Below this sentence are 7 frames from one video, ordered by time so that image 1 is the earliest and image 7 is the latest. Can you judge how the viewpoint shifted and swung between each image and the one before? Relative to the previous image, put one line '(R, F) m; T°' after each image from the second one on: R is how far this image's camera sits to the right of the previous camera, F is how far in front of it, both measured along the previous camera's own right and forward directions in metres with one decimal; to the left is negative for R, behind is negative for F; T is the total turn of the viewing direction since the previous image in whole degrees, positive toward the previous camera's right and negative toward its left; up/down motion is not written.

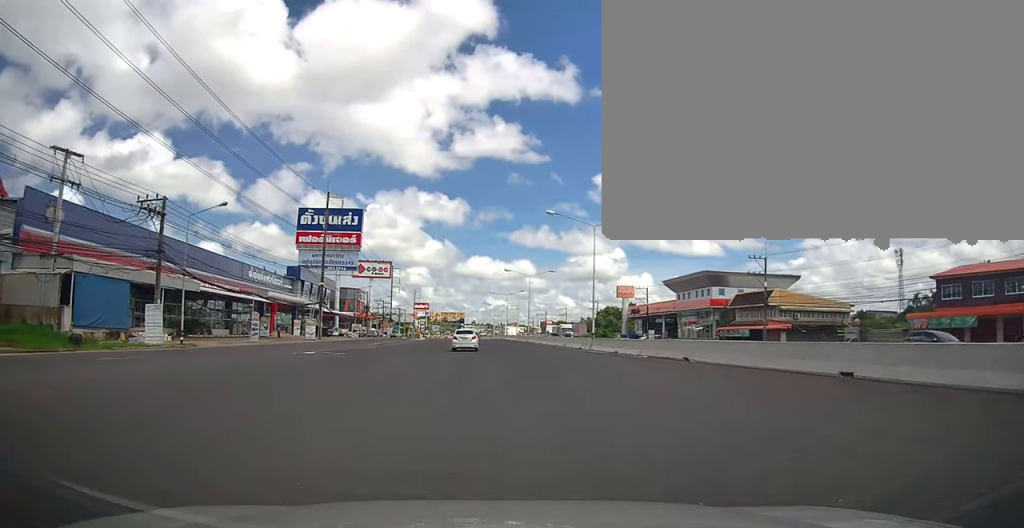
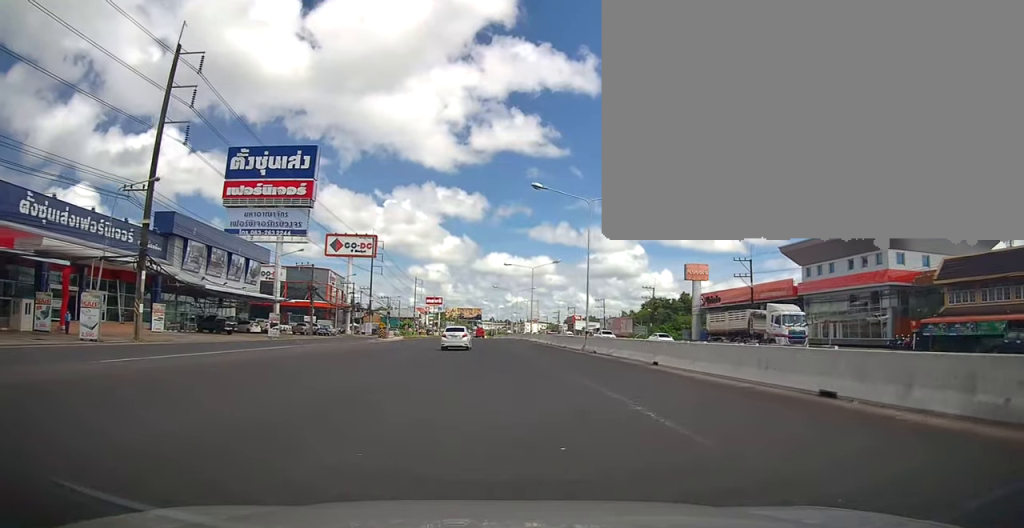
(-0.8, +42.5) m; -3°
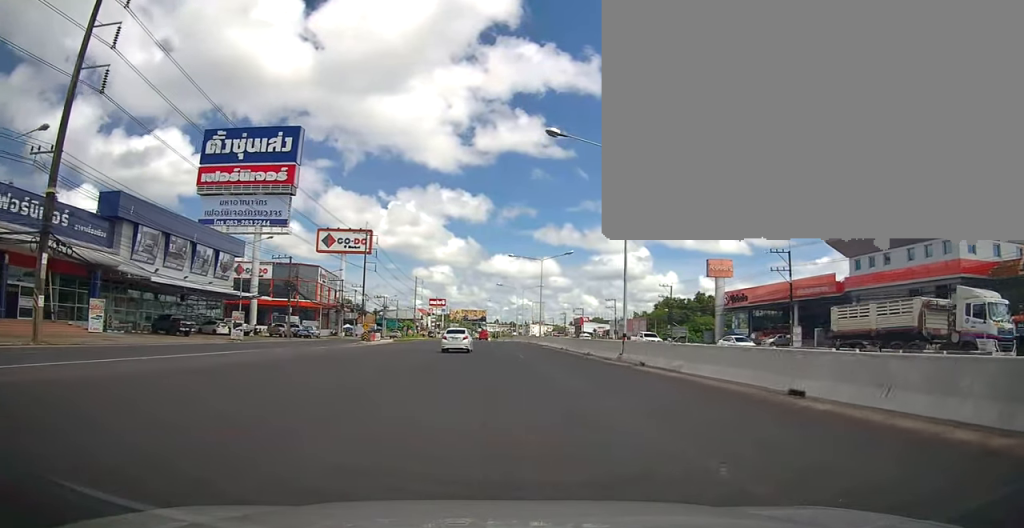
(+0.4, +9.5) m; +2°
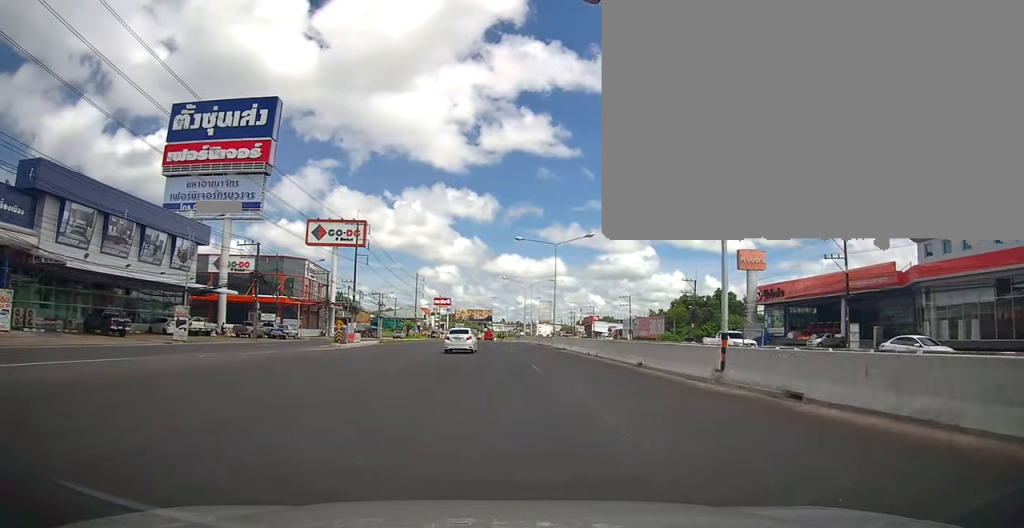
(-0.1, +10.7) m; 0°
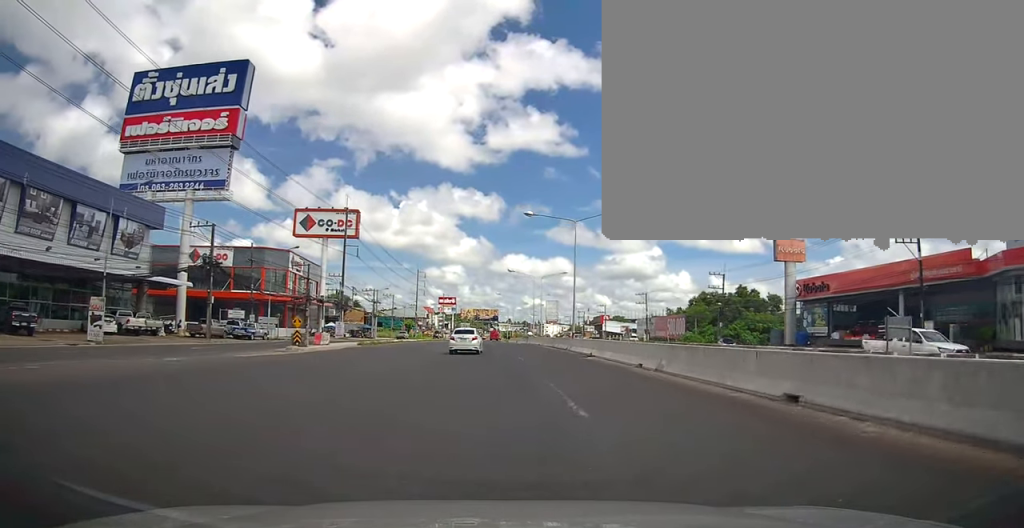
(0.0, +10.2) m; -2°
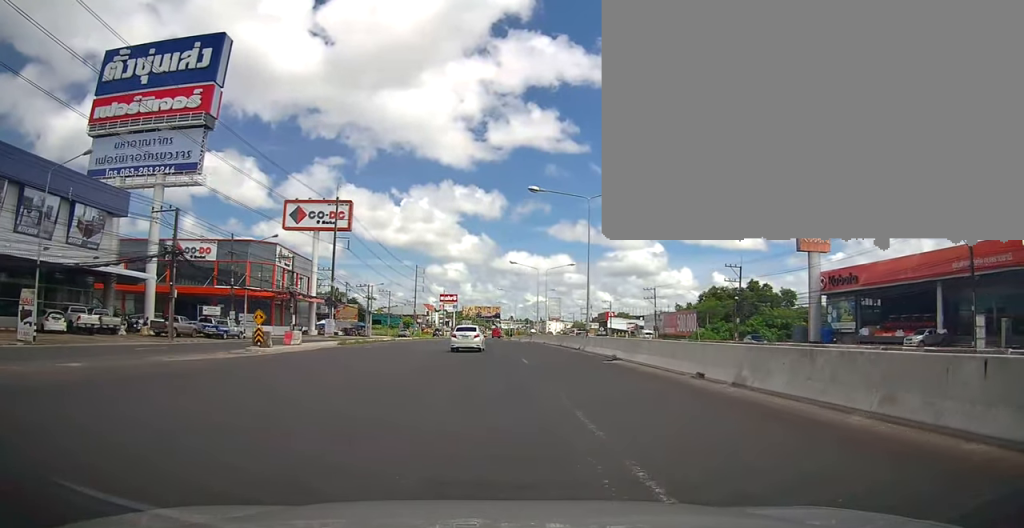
(+0.2, +5.8) m; -1°
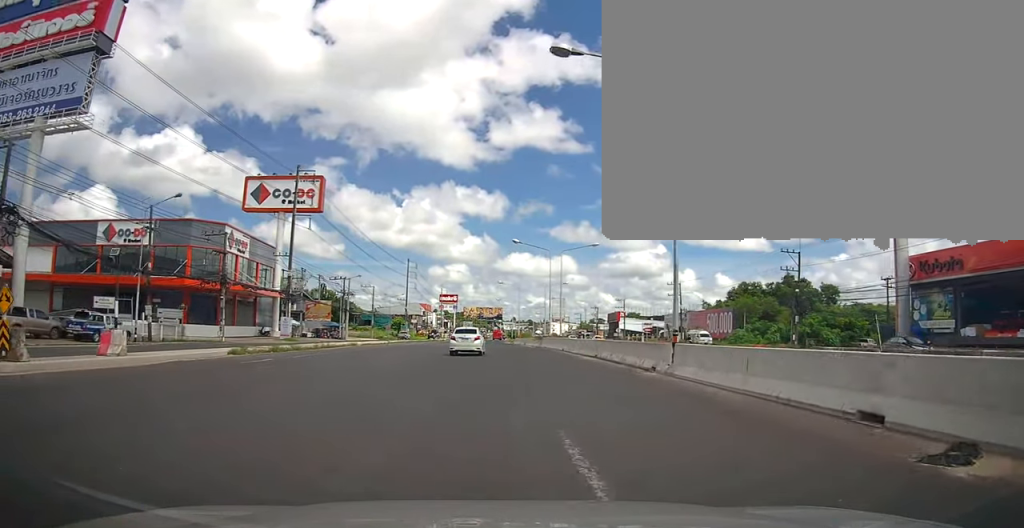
(-0.7, +16.7) m; 0°
